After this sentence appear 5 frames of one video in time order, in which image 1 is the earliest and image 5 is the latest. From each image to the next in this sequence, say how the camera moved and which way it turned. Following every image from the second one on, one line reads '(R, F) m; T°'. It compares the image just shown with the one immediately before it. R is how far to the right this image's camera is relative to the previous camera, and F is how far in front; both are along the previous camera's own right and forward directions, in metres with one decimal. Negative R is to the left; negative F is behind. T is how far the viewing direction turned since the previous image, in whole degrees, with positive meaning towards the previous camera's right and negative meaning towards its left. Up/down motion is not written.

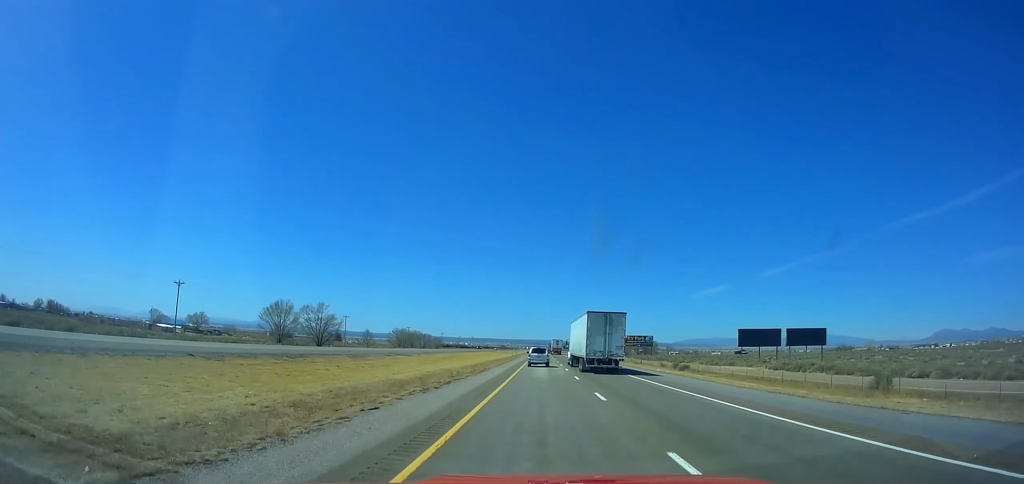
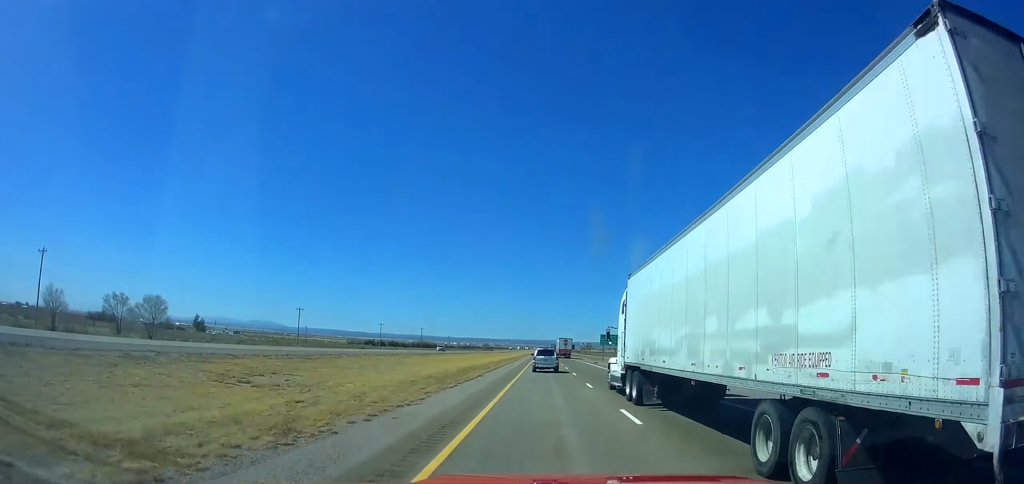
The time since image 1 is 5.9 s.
(-1.3, +213.1) m; 0°
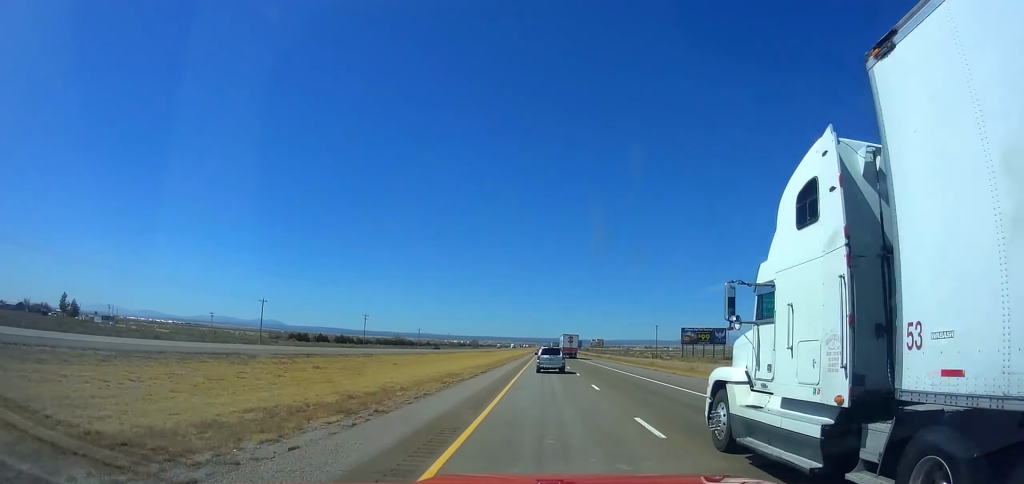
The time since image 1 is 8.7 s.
(+0.6, +100.0) m; 0°
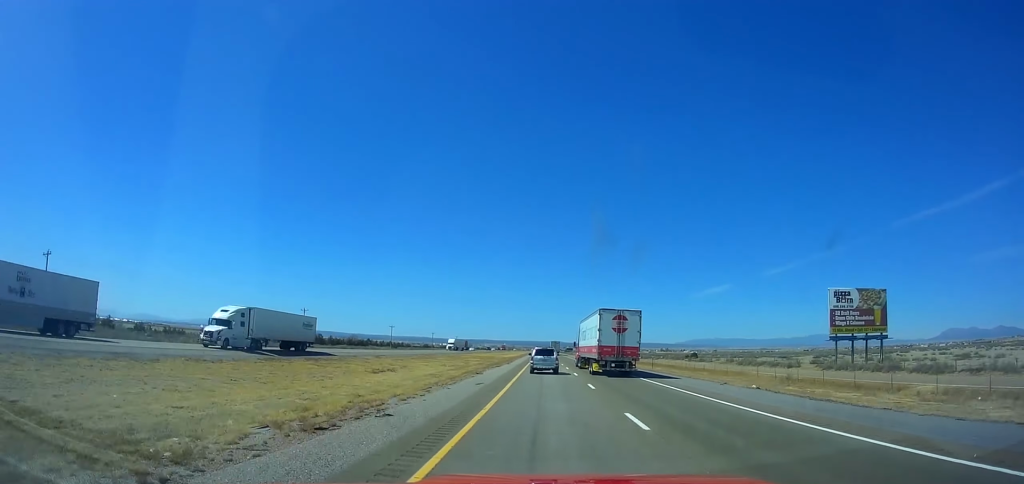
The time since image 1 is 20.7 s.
(-1.1, +417.8) m; 0°
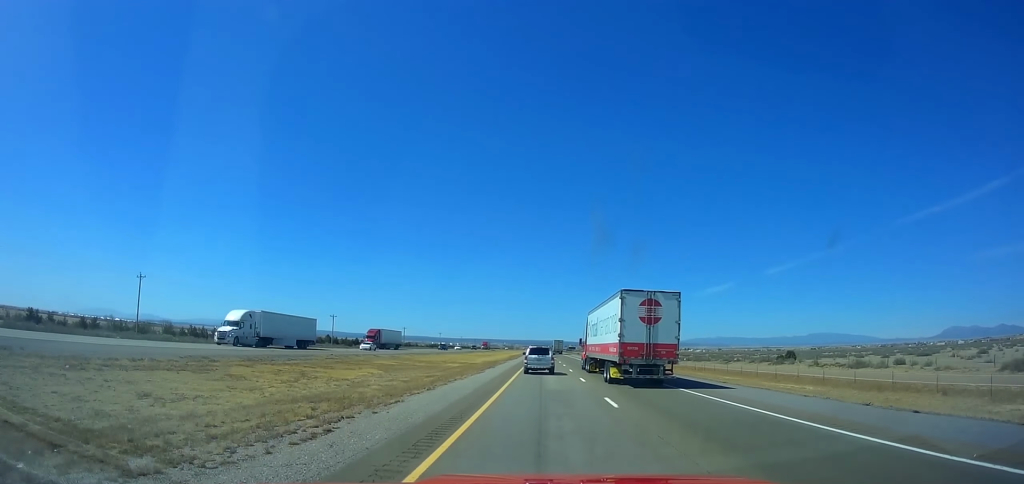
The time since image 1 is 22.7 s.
(0.0, +68.5) m; 0°
